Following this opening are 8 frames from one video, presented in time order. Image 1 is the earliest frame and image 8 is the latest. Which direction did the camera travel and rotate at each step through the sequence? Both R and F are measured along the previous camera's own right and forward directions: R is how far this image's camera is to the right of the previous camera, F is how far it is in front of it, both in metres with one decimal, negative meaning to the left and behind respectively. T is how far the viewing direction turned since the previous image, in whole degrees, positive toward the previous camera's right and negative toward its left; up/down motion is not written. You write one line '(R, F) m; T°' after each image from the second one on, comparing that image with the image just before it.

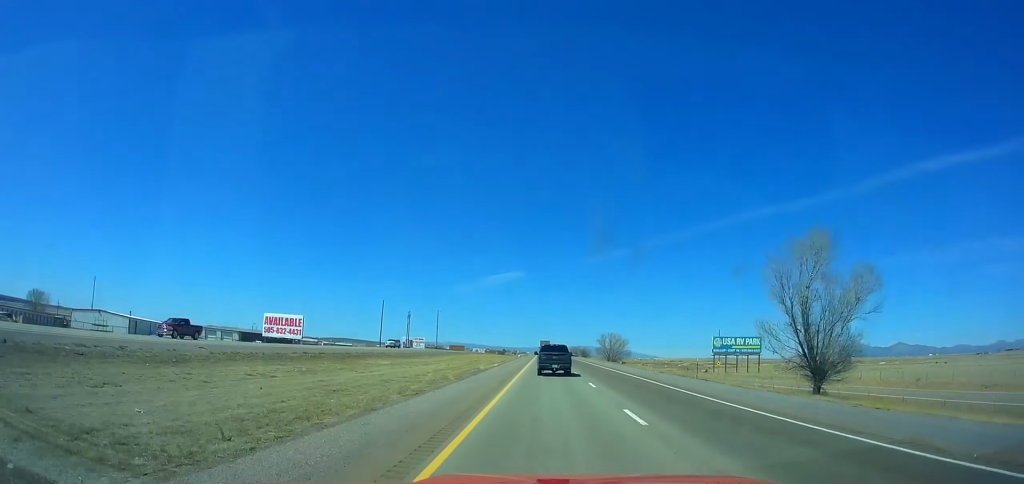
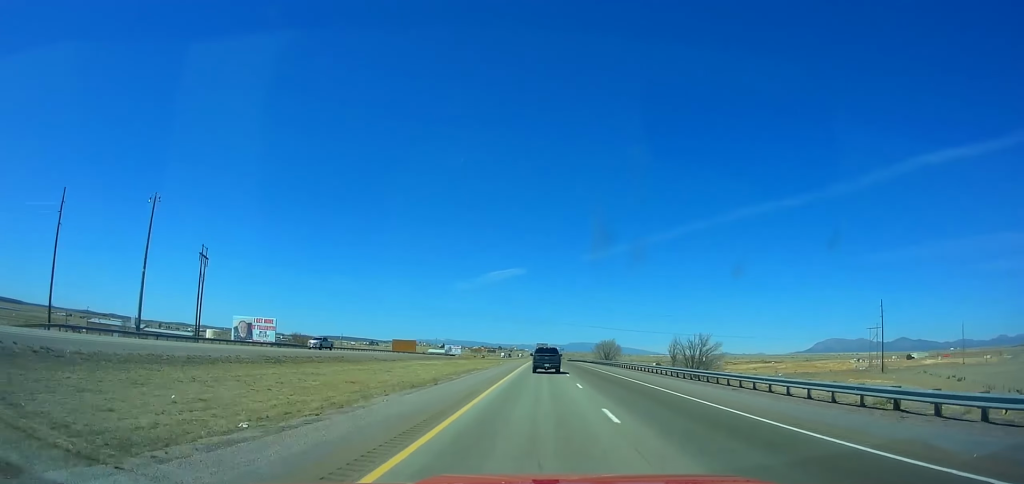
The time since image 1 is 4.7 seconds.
(-0.4, +170.5) m; -1°
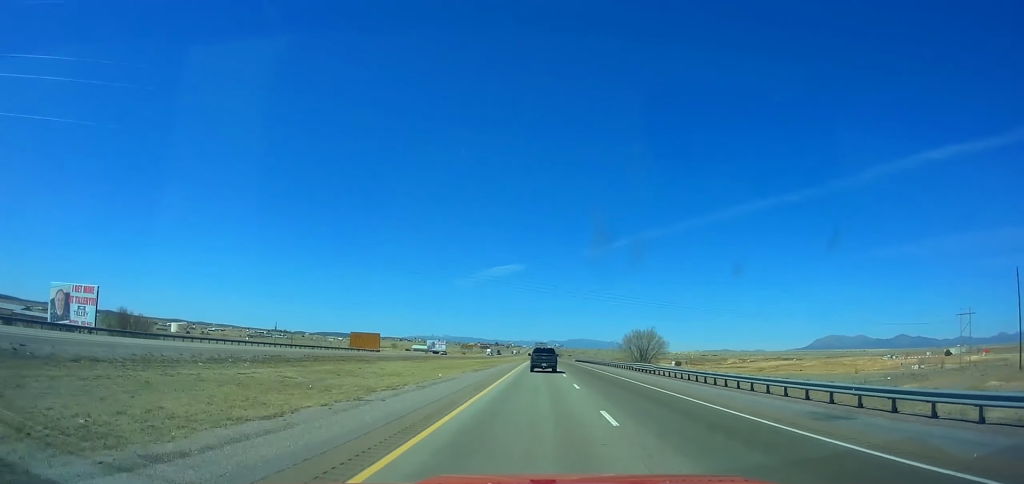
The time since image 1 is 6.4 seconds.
(-0.6, +61.4) m; 0°
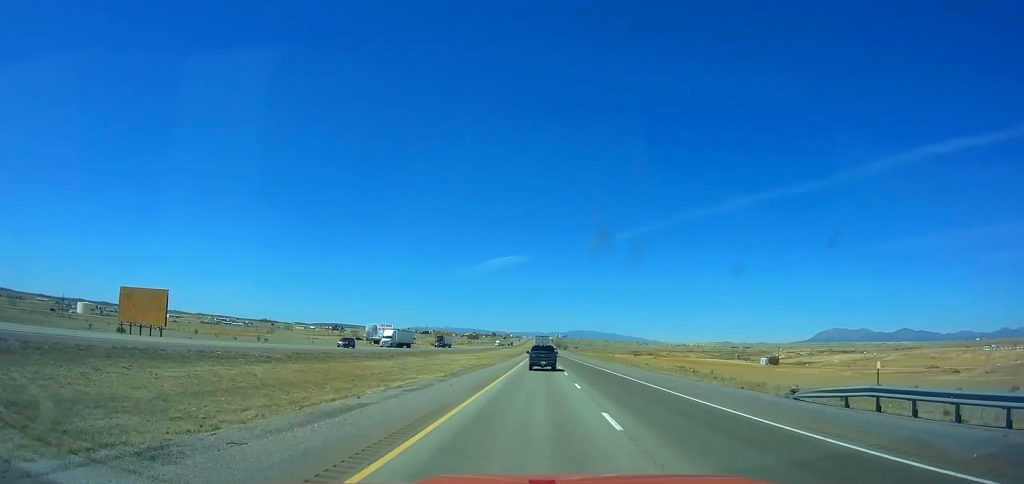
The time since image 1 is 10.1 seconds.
(+0.6, +133.1) m; +1°
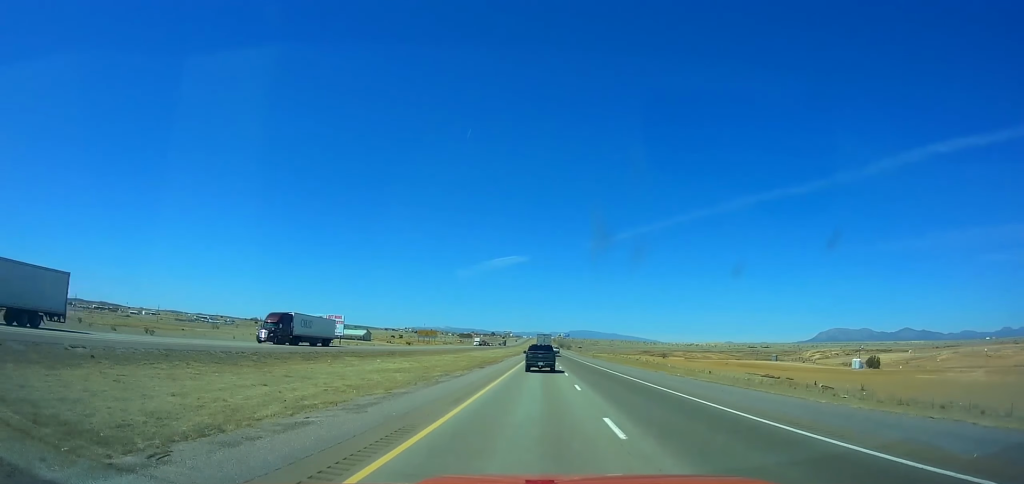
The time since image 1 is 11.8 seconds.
(+0.2, +60.6) m; 0°
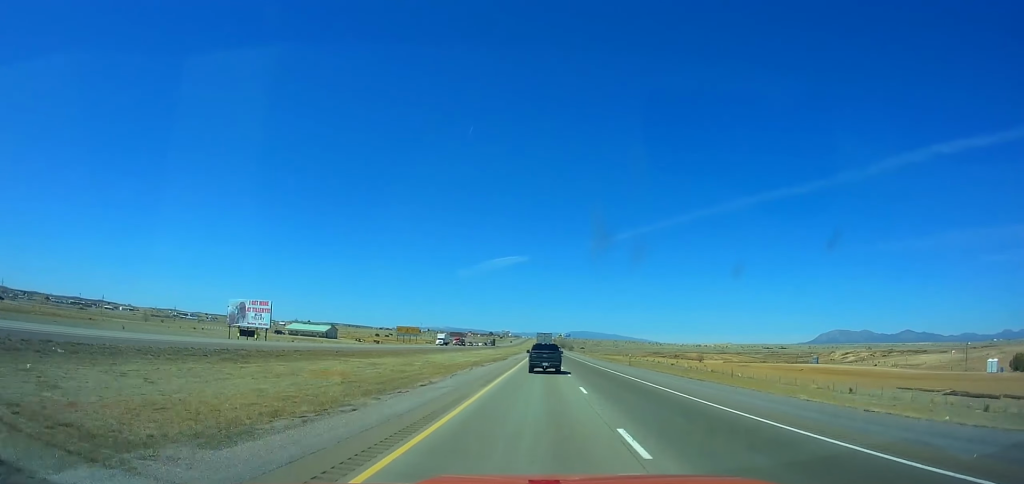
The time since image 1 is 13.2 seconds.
(-0.1, +49.5) m; 0°
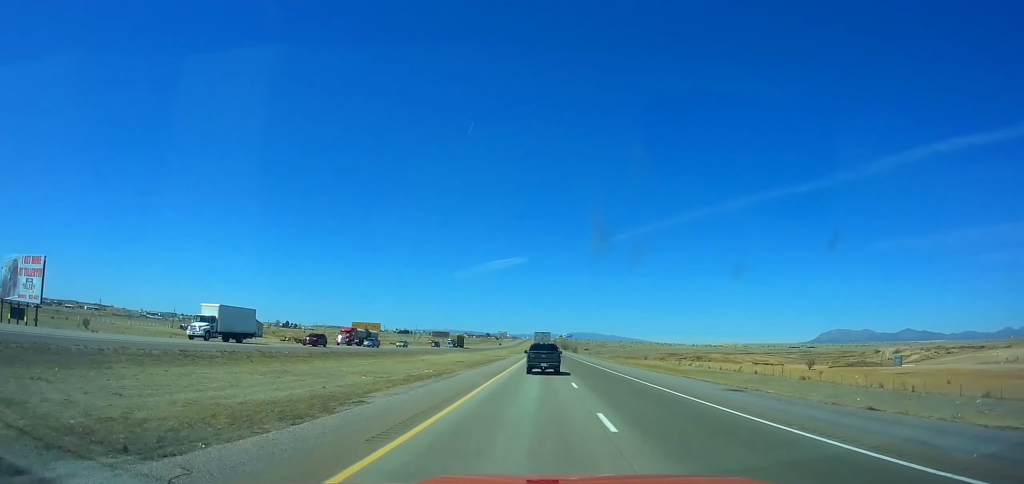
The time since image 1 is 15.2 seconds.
(0.0, +69.8) m; 0°
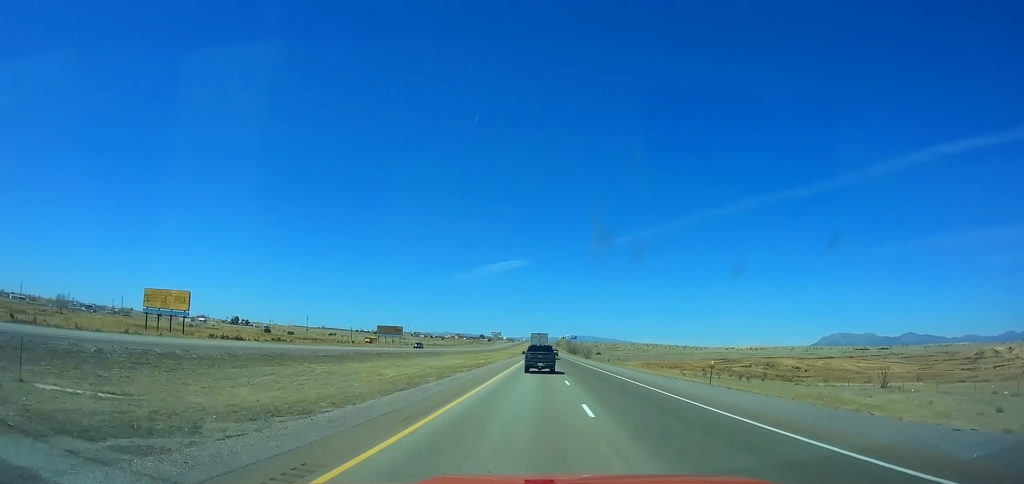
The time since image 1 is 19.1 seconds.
(-0.1, +133.3) m; 0°
